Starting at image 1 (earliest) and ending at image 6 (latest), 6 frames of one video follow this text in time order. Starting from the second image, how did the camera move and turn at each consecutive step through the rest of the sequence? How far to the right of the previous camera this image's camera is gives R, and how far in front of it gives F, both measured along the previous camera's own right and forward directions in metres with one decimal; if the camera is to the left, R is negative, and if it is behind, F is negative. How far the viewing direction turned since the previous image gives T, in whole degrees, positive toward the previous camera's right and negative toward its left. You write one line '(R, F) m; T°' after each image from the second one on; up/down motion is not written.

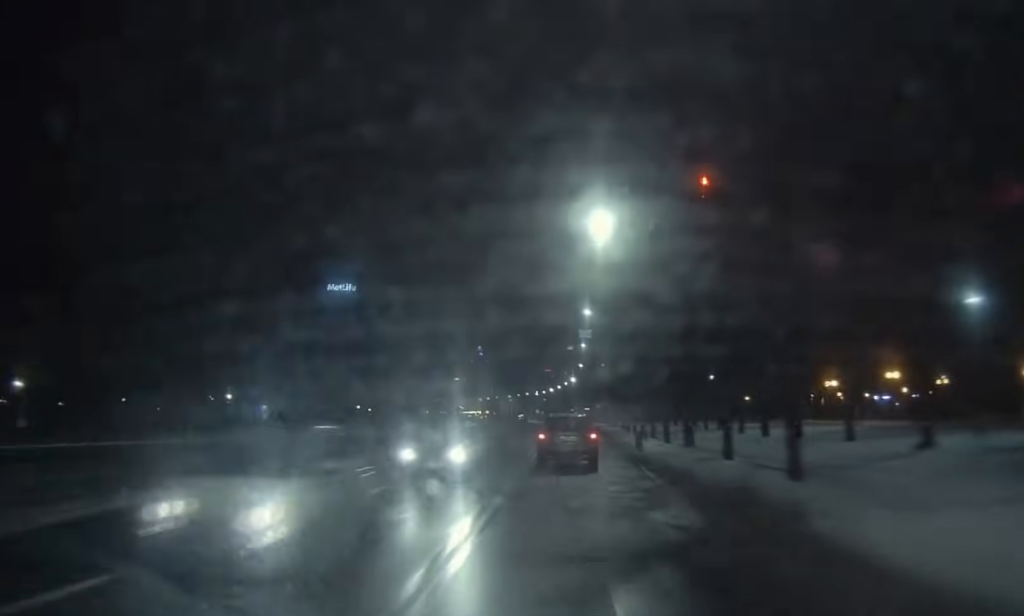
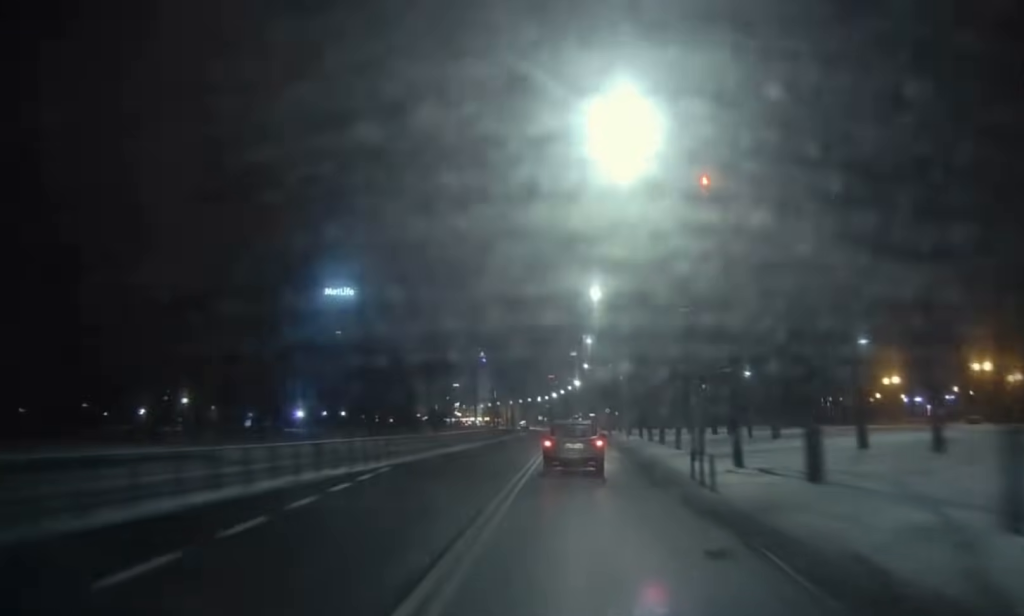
(0.0, +14.4) m; 0°
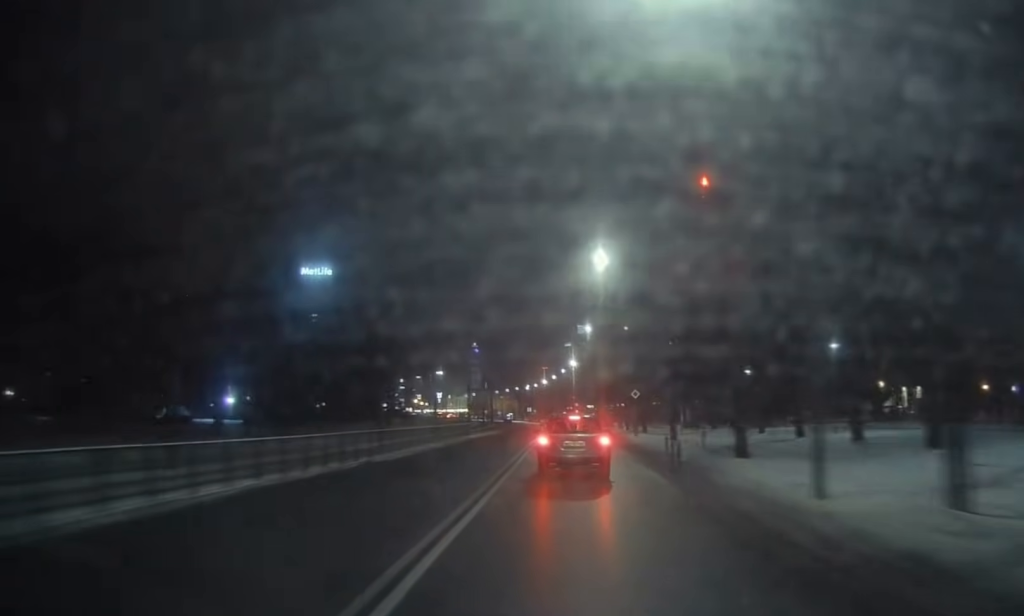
(+0.5, +42.5) m; +1°
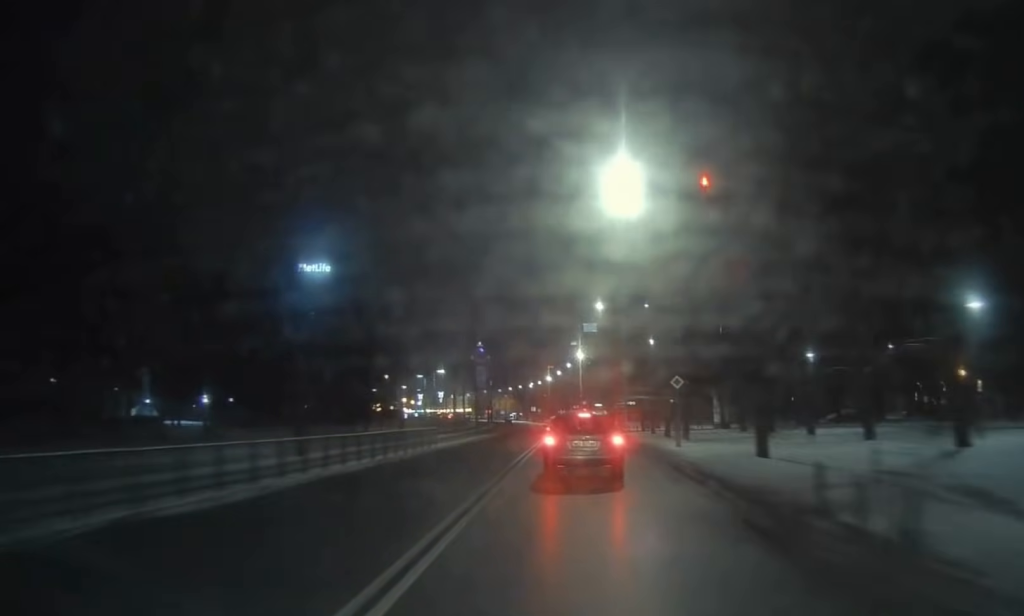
(0.0, +15.1) m; 0°
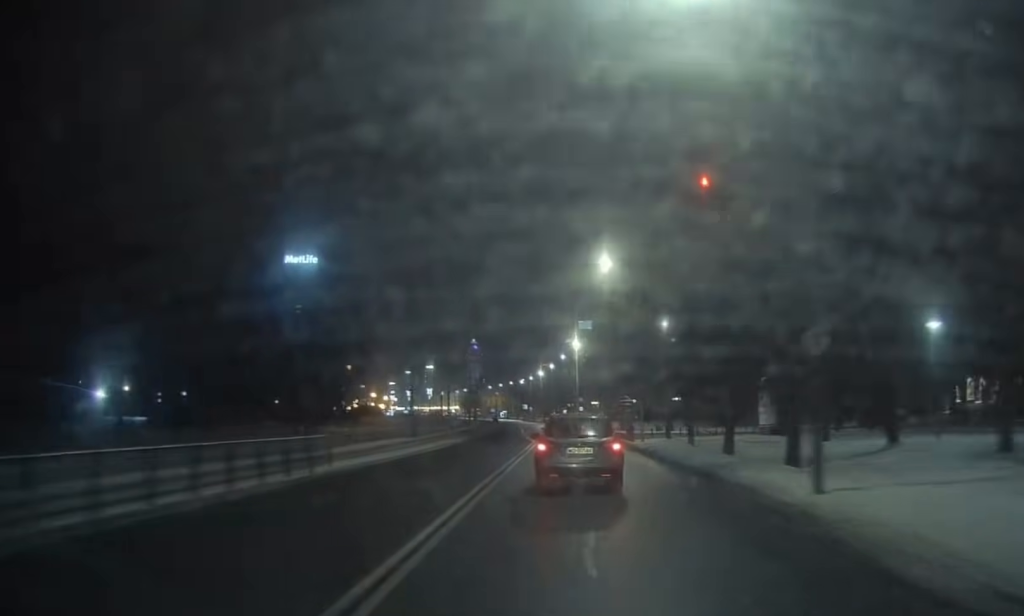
(-0.1, +17.4) m; 0°
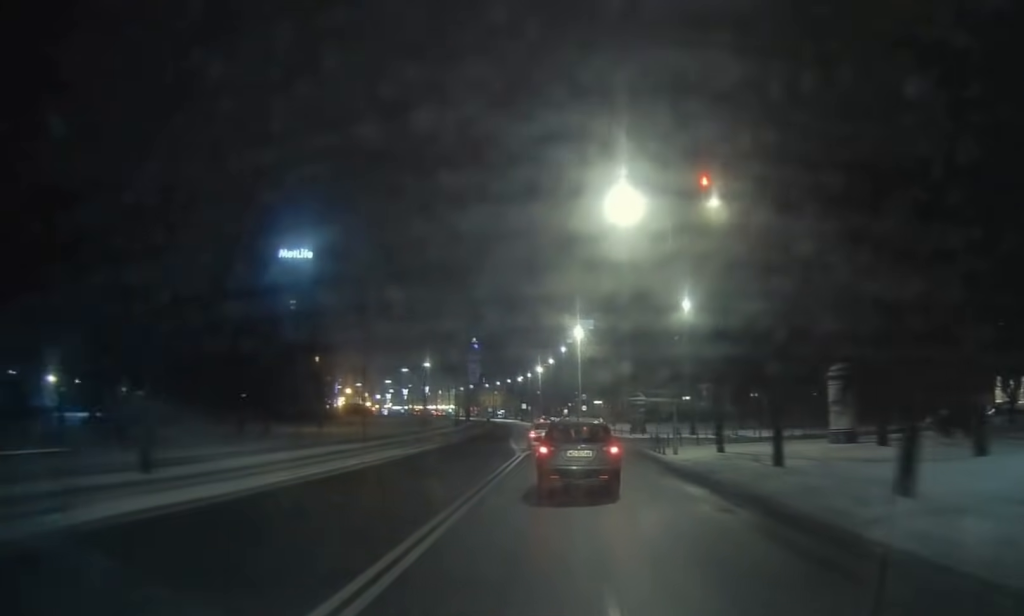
(0.0, +14.0) m; 0°
